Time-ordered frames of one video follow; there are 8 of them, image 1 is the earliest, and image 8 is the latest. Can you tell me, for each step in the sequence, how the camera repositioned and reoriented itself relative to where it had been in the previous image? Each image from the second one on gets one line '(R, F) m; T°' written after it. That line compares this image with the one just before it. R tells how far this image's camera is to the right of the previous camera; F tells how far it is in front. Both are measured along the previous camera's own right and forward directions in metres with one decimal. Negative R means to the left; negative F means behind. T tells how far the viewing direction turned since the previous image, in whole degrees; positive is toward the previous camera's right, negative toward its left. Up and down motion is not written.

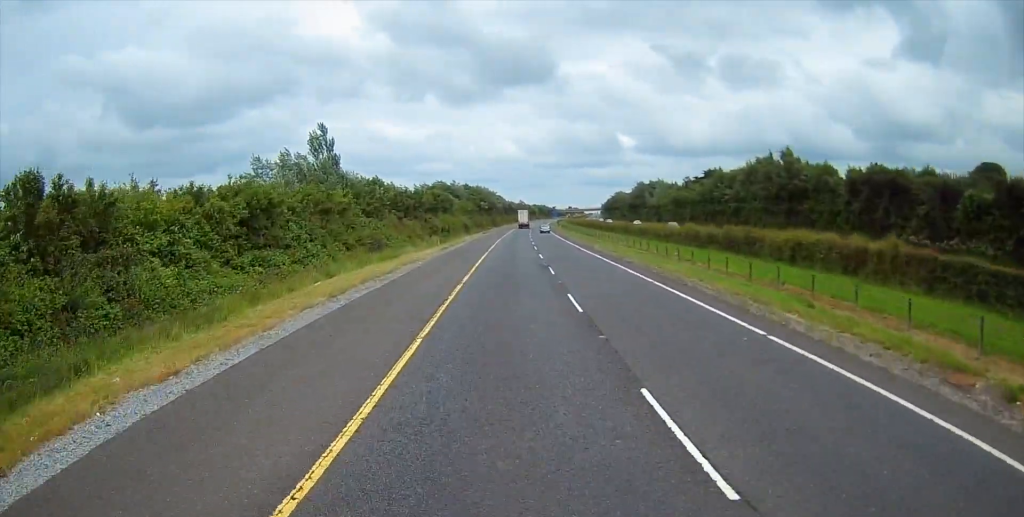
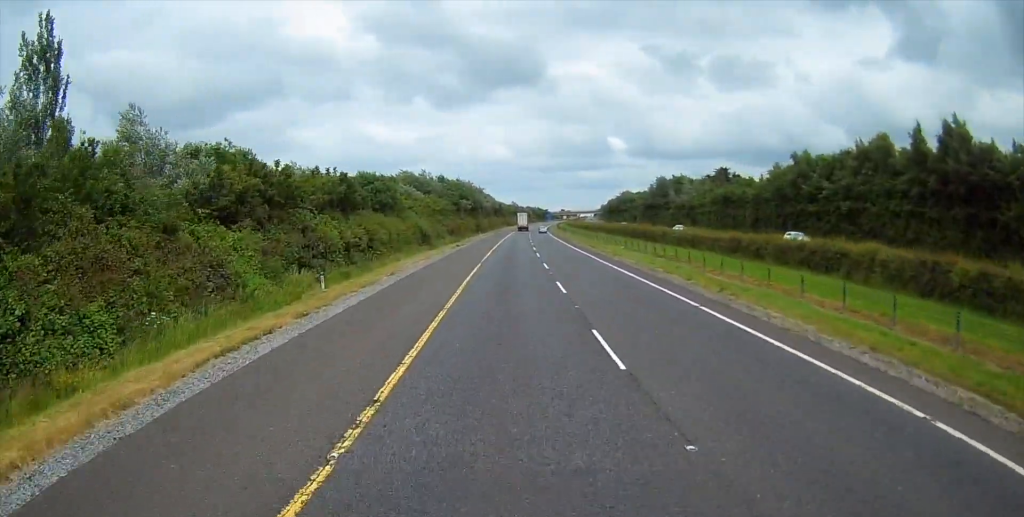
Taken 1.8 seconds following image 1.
(+0.3, +42.2) m; +1°
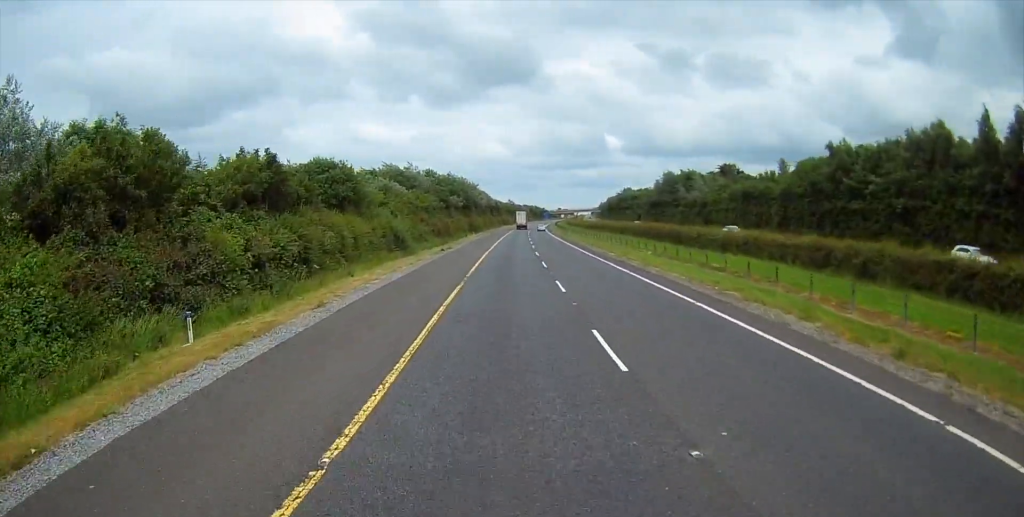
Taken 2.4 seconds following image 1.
(+0.3, +12.3) m; 0°
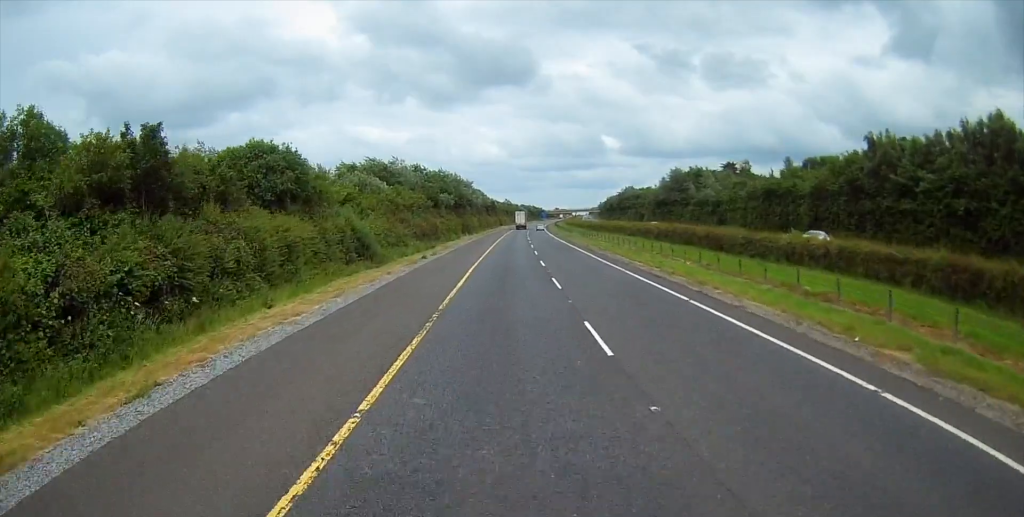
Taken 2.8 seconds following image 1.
(0.0, +10.7) m; 0°
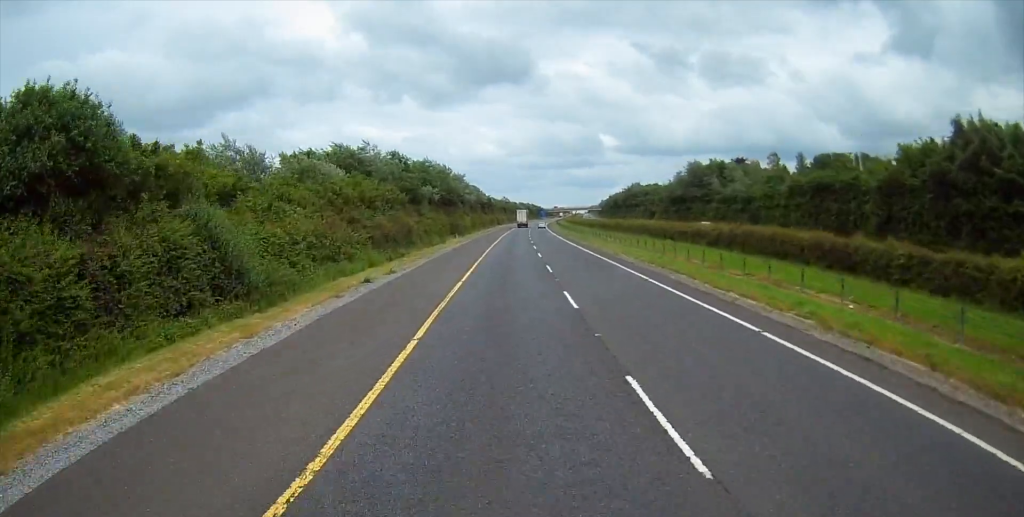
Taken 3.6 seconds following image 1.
(-0.4, +17.6) m; 0°
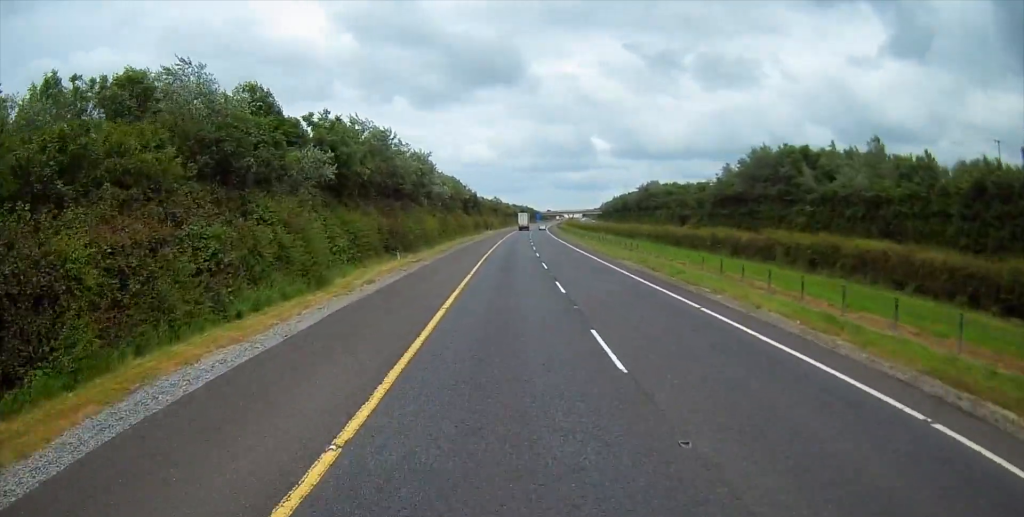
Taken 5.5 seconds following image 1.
(+0.8, +42.6) m; 0°
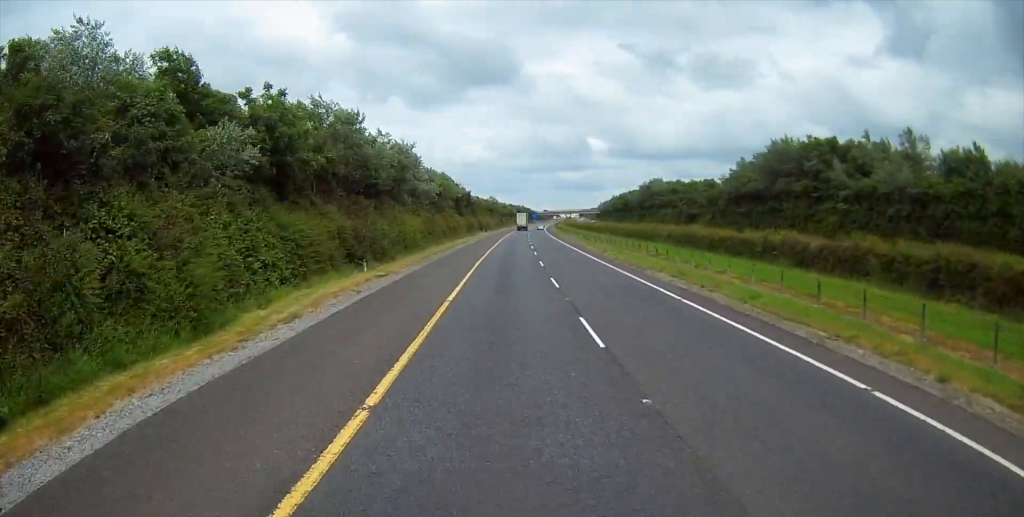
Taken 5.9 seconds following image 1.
(-0.1, +10.0) m; 0°
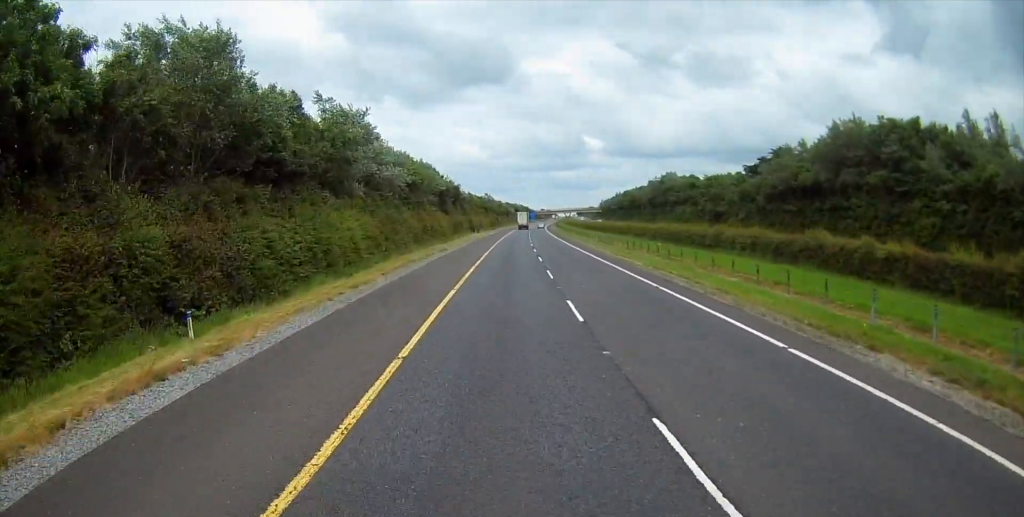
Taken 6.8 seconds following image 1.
(-0.1, +20.7) m; +1°
